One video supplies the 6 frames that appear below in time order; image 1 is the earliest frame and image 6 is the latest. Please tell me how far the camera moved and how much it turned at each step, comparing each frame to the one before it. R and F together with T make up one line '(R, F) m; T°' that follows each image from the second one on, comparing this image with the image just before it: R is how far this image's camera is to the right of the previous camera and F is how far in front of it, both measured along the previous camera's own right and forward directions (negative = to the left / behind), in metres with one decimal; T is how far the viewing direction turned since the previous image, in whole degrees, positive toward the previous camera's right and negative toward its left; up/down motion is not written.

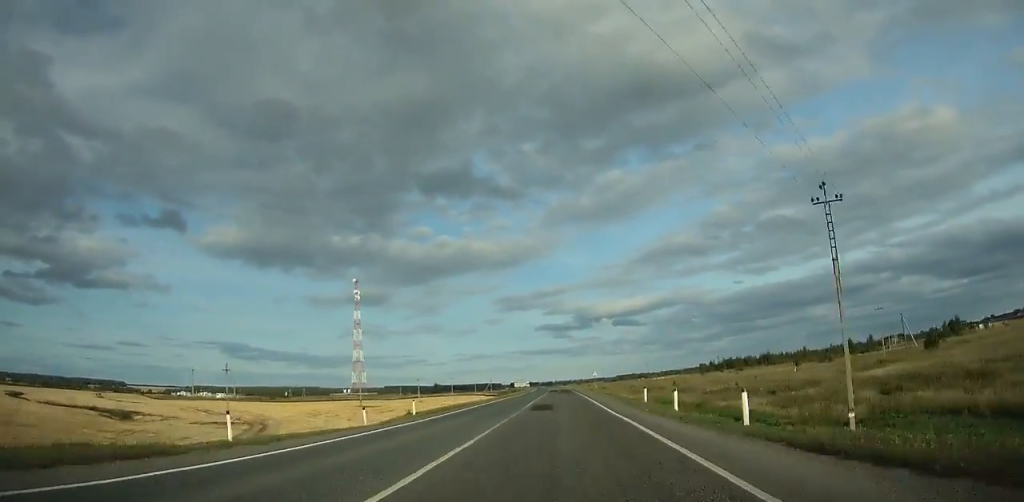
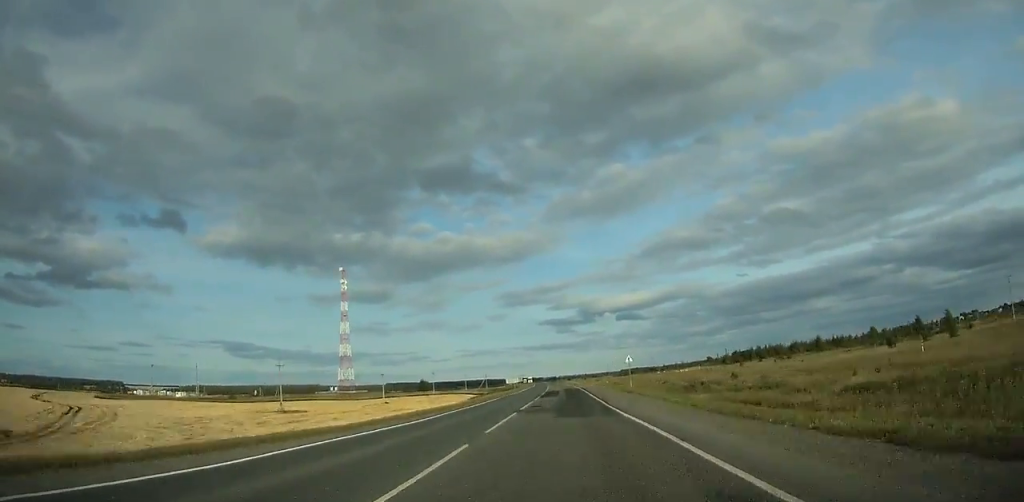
(+0.2, +44.6) m; 0°
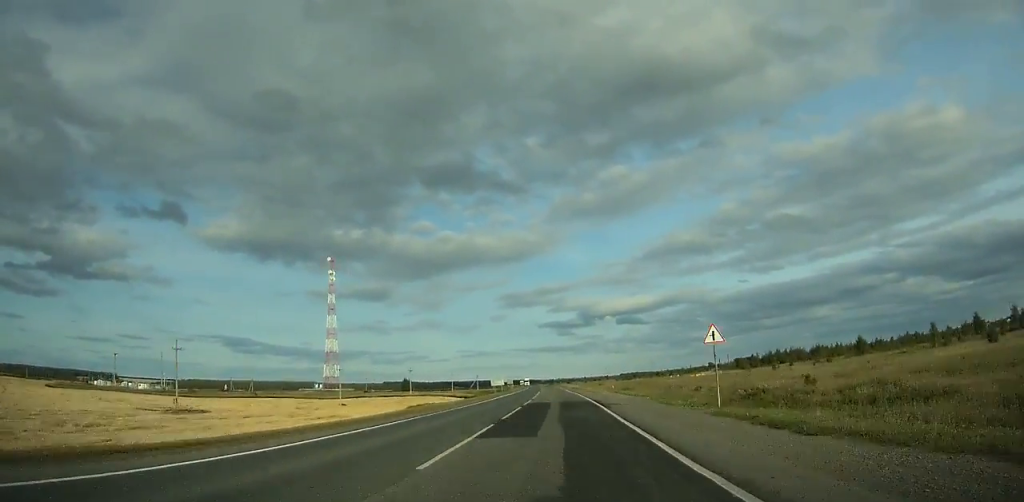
(+0.1, +29.2) m; 0°
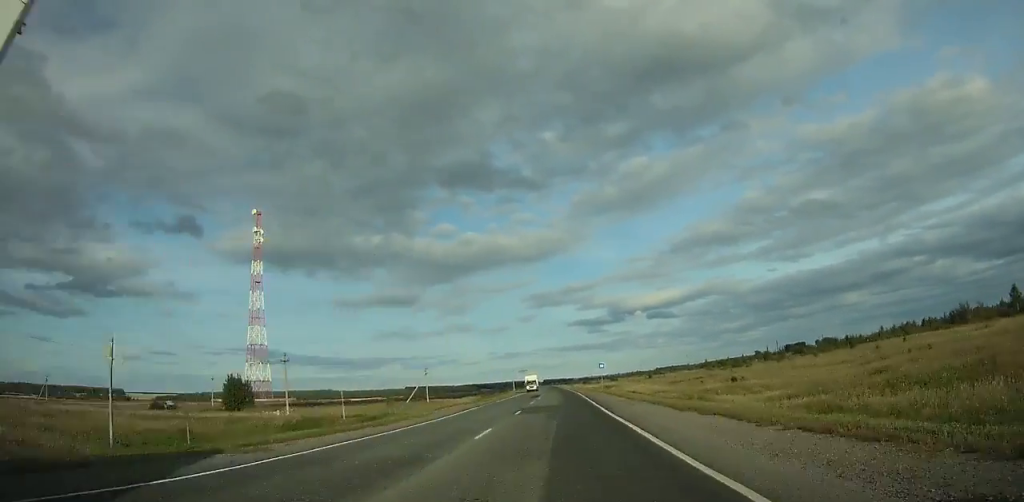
(-4.5, +169.3) m; -3°
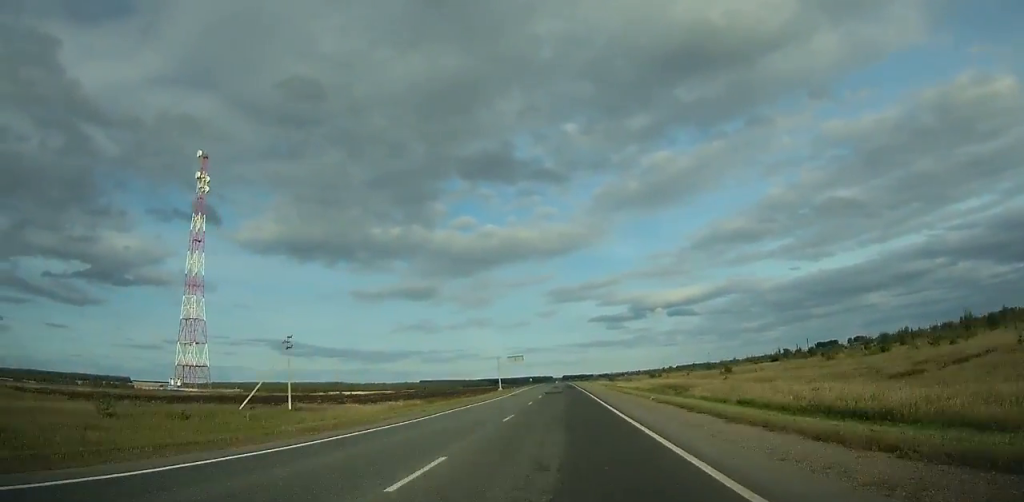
(-0.8, +80.4) m; -1°
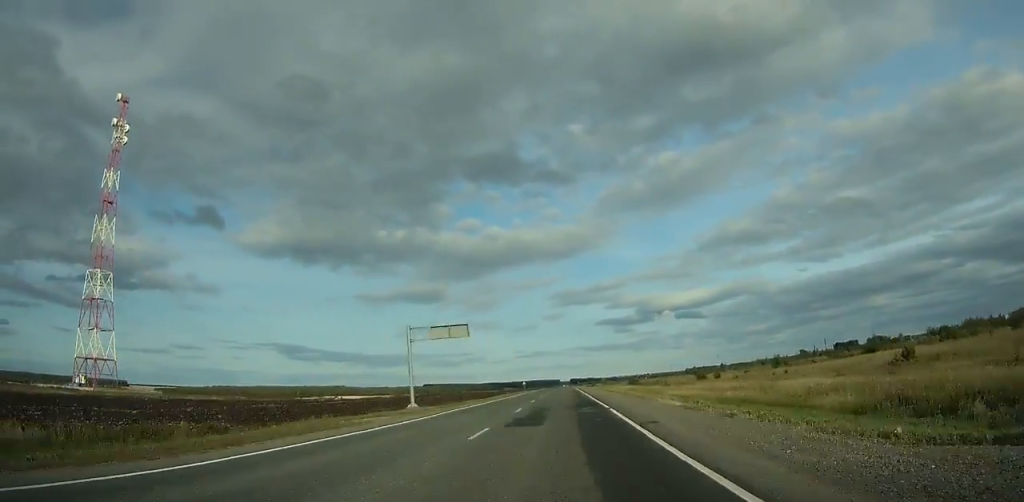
(-0.6, +64.7) m; -1°
